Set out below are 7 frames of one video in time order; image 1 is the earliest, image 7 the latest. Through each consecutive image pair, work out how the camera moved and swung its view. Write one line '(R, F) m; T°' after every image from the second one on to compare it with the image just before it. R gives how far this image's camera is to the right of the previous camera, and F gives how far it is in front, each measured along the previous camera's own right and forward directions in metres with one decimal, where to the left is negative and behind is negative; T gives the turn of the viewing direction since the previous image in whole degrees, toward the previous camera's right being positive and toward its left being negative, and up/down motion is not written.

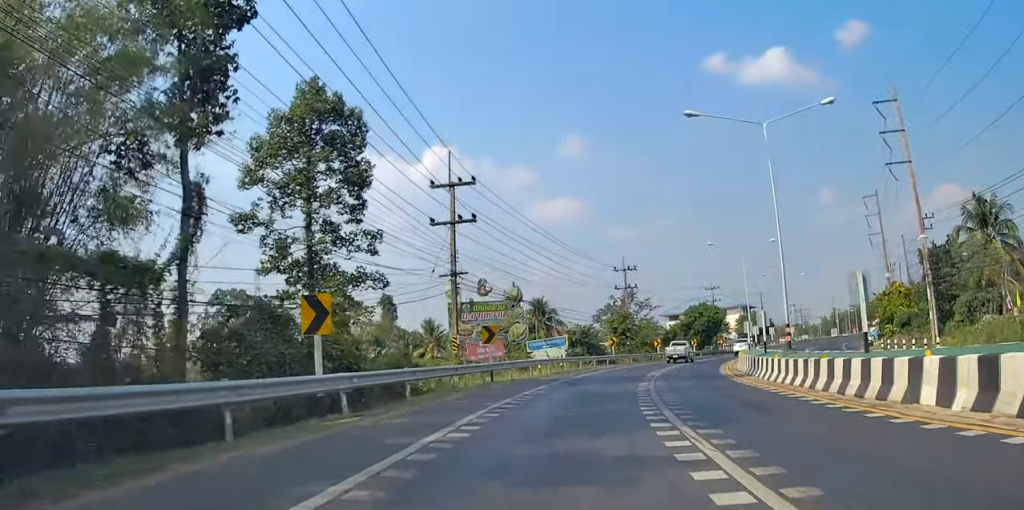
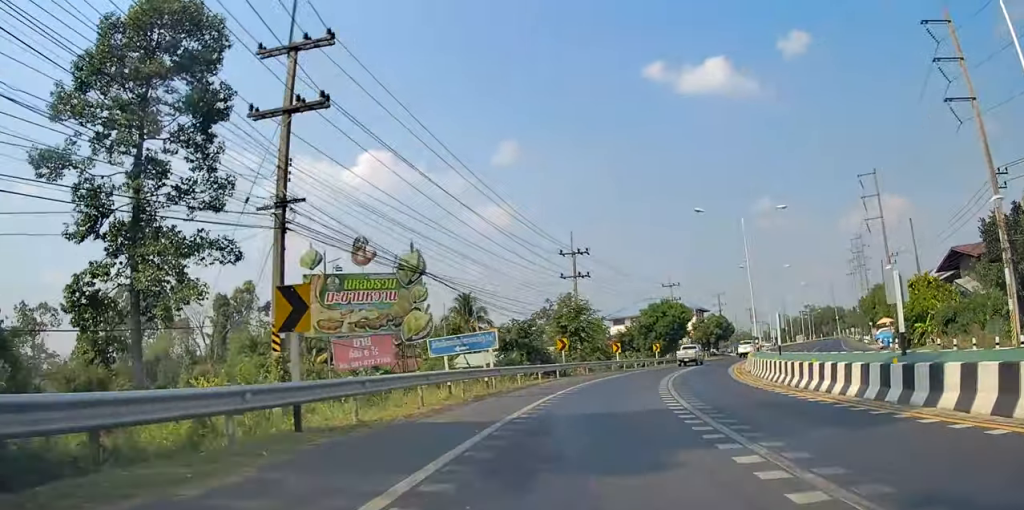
(0.0, +16.3) m; +2°
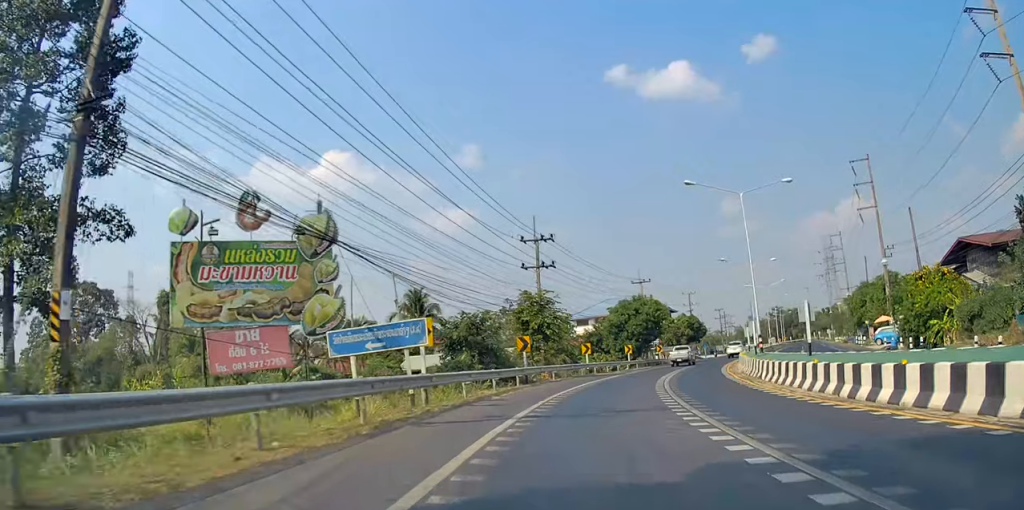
(-0.3, +7.6) m; +2°
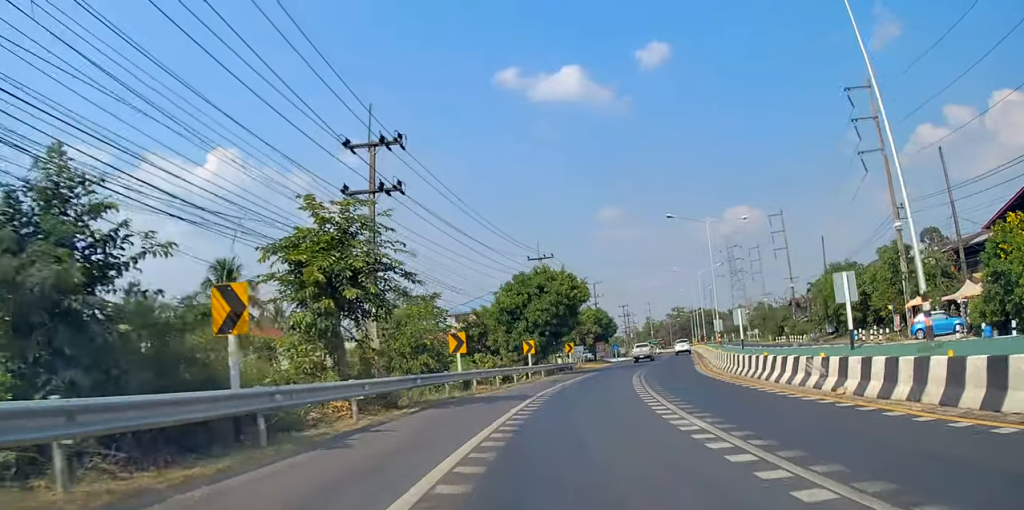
(+2.5, +23.5) m; +10°
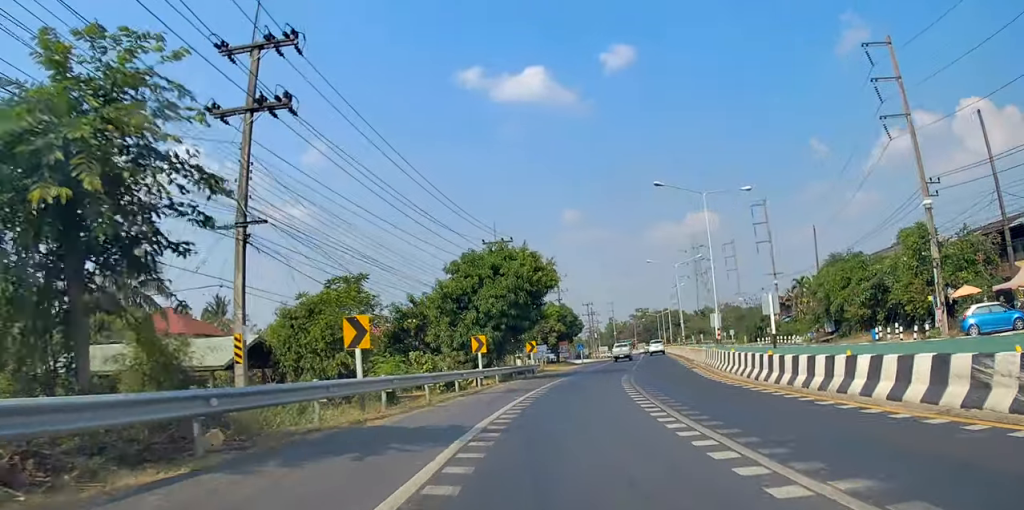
(+0.4, +9.0) m; +2°
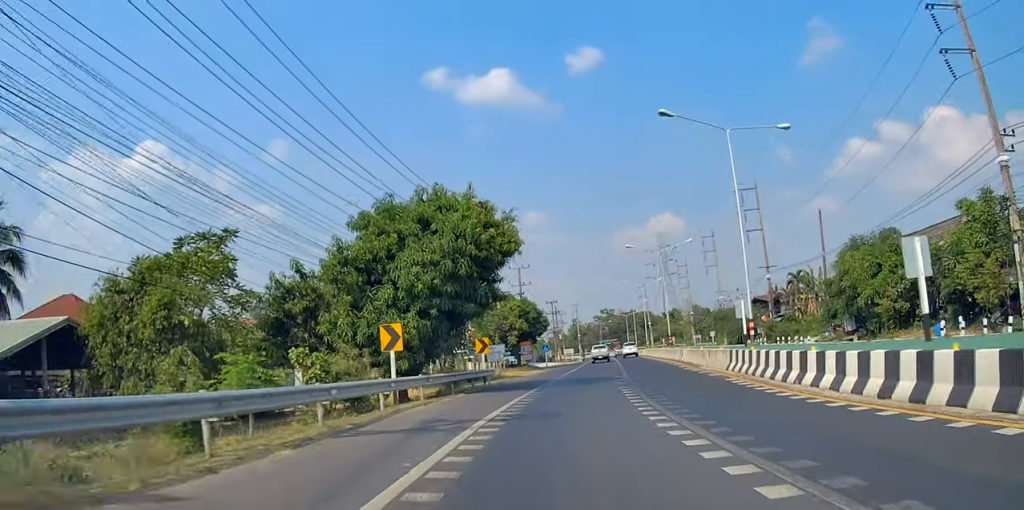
(+0.2, +12.1) m; +3°
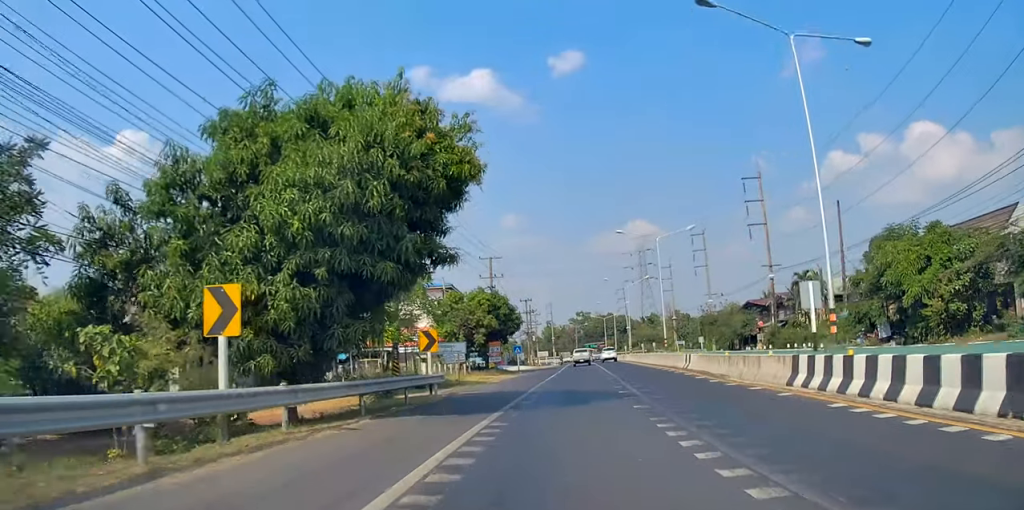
(-0.3, +9.5) m; +3°
